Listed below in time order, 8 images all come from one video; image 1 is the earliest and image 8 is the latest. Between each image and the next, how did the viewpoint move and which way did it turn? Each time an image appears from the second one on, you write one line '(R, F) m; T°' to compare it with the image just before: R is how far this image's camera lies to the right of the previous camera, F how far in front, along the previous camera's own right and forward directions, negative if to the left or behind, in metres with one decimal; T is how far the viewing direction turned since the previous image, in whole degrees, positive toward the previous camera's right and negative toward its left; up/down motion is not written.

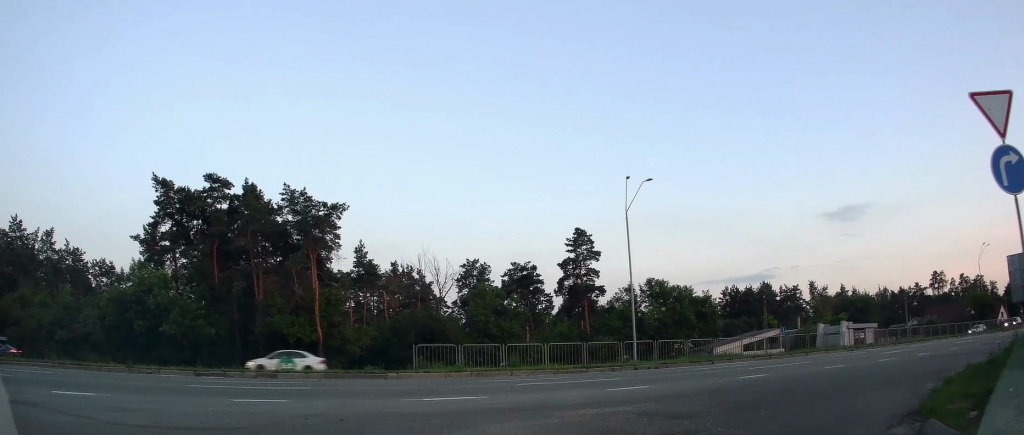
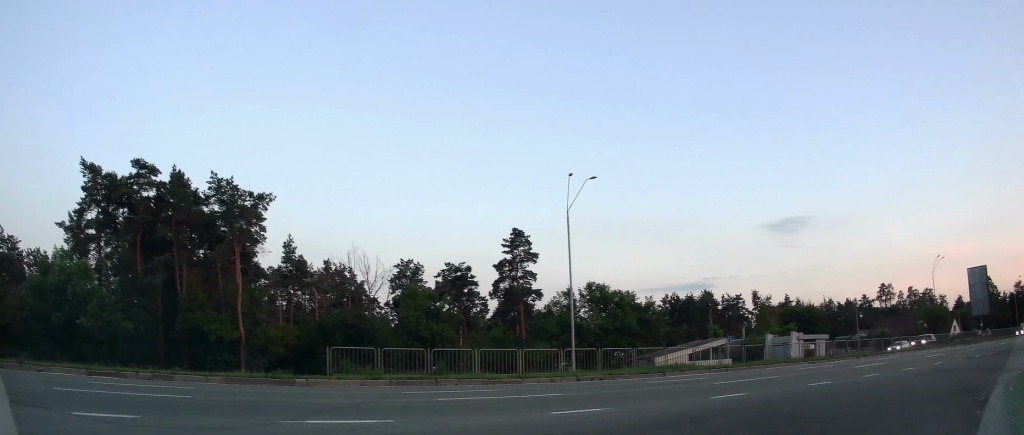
(+0.4, +4.9) m; +6°
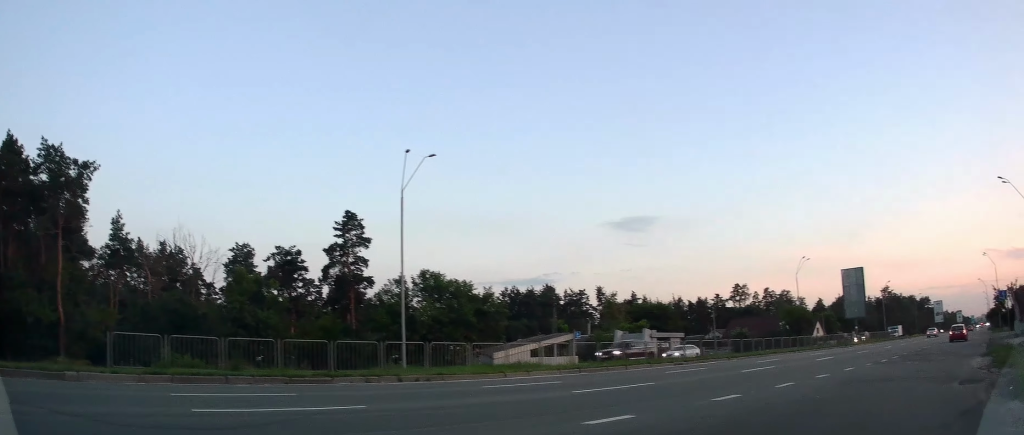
(+0.4, +6.7) m; +6°
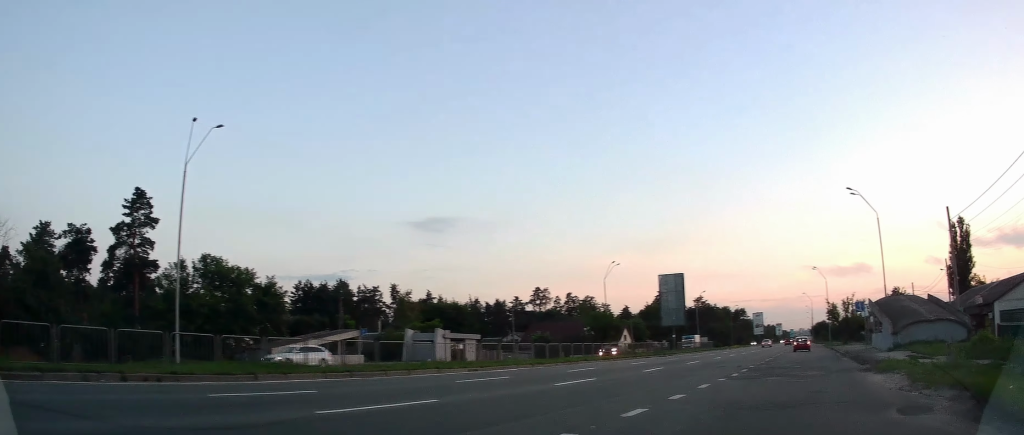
(+0.4, +6.8) m; +15°
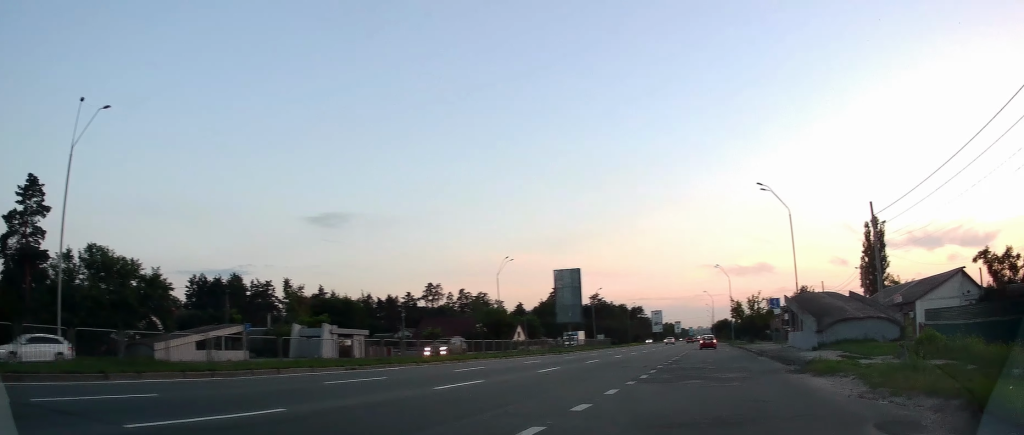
(+0.3, +2.8) m; +9°
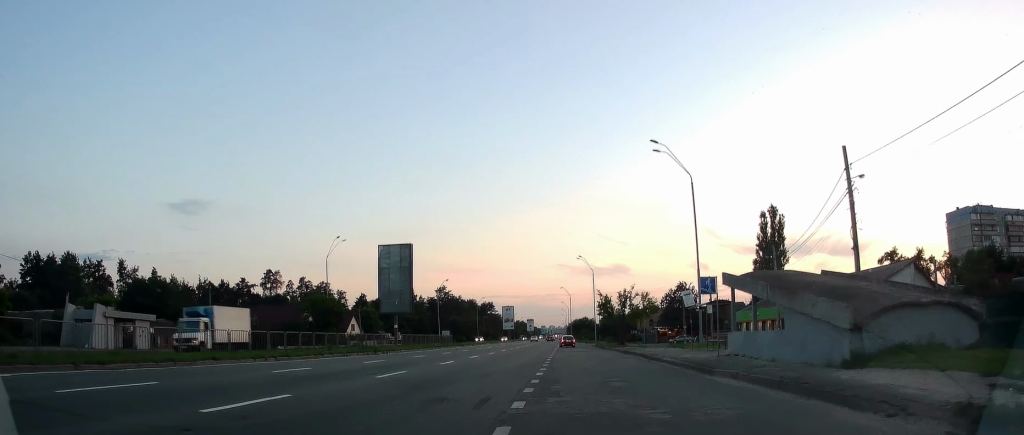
(+7.1, +15.7) m; +35°
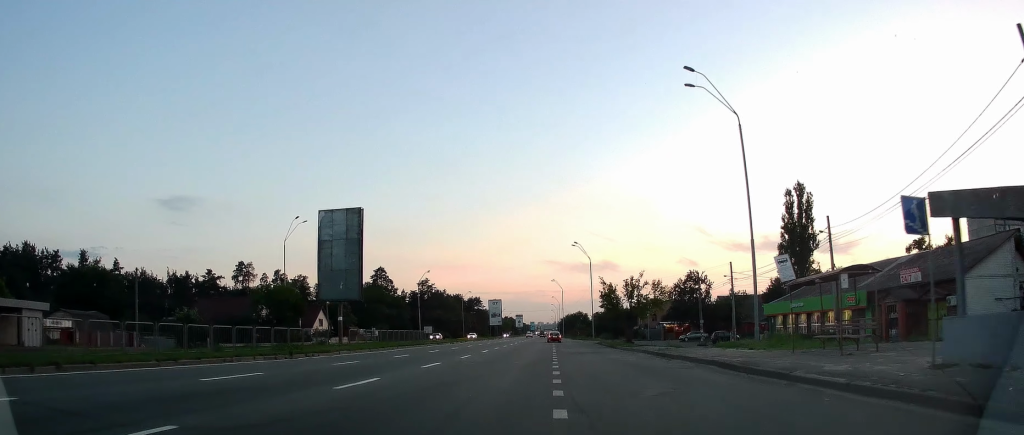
(+1.0, +19.0) m; +4°
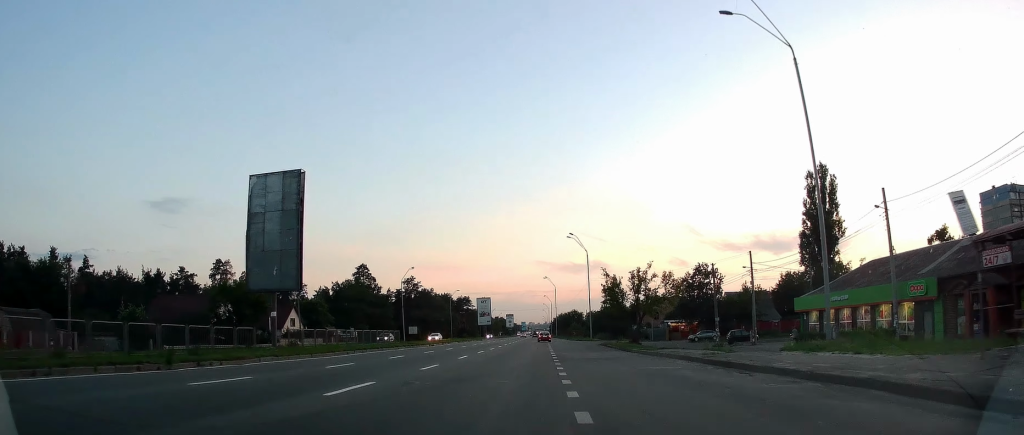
(0.0, +13.2) m; 0°
